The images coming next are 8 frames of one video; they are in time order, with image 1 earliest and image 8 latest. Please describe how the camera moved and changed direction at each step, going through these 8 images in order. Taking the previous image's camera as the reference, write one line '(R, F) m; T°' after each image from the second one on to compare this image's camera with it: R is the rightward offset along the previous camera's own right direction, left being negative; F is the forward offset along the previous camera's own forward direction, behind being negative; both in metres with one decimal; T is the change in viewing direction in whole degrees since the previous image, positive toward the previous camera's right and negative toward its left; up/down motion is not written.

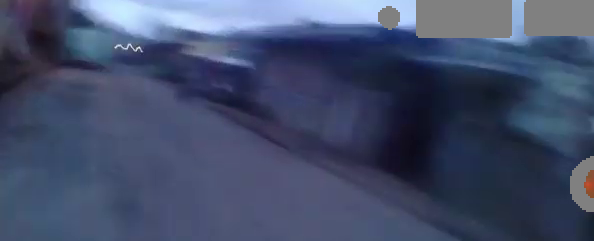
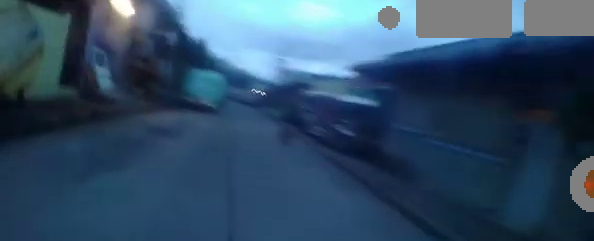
(-0.6, +2.7) m; -11°
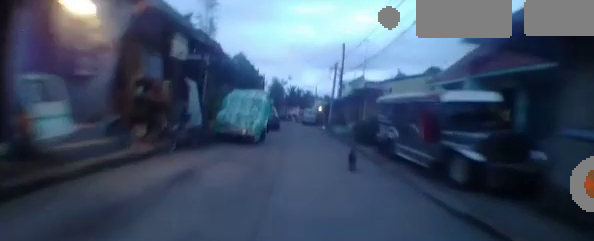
(-0.3, +4.6) m; -7°
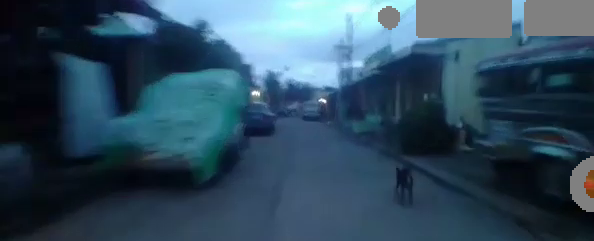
(-0.4, +6.5) m; -2°
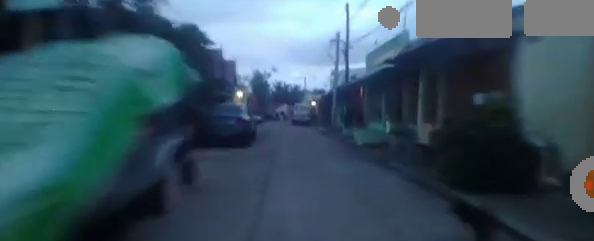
(+0.1, +4.1) m; +3°
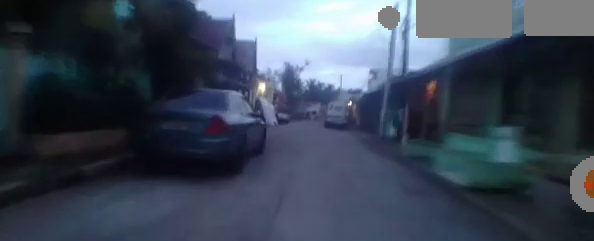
(+0.3, +7.1) m; -1°
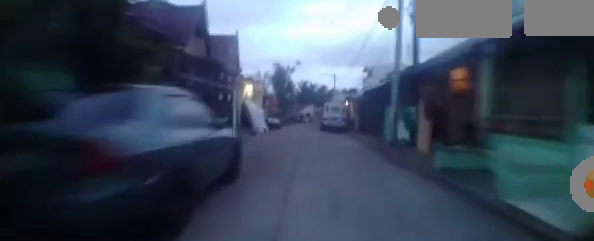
(-0.1, +3.4) m; -3°
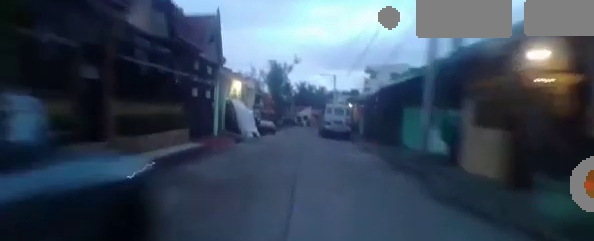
(-0.2, +3.7) m; -4°
